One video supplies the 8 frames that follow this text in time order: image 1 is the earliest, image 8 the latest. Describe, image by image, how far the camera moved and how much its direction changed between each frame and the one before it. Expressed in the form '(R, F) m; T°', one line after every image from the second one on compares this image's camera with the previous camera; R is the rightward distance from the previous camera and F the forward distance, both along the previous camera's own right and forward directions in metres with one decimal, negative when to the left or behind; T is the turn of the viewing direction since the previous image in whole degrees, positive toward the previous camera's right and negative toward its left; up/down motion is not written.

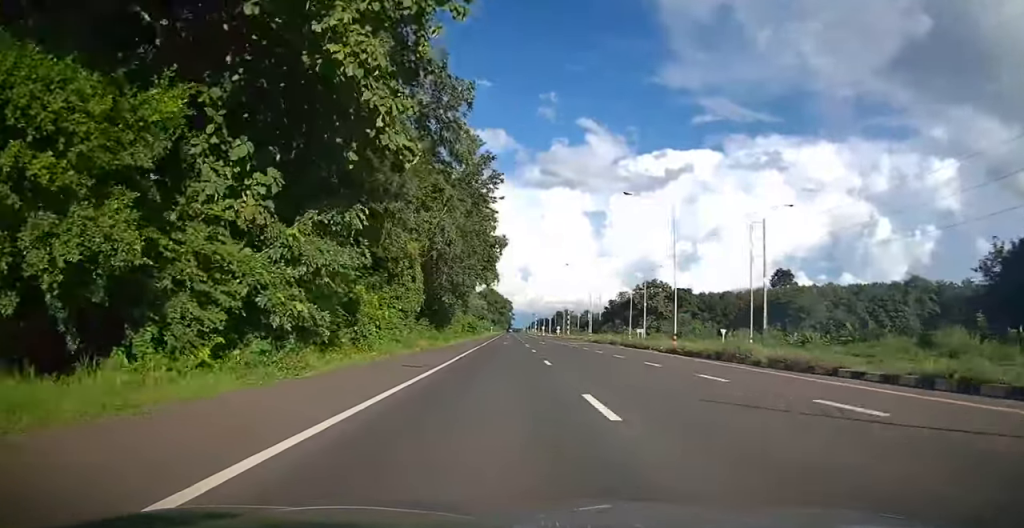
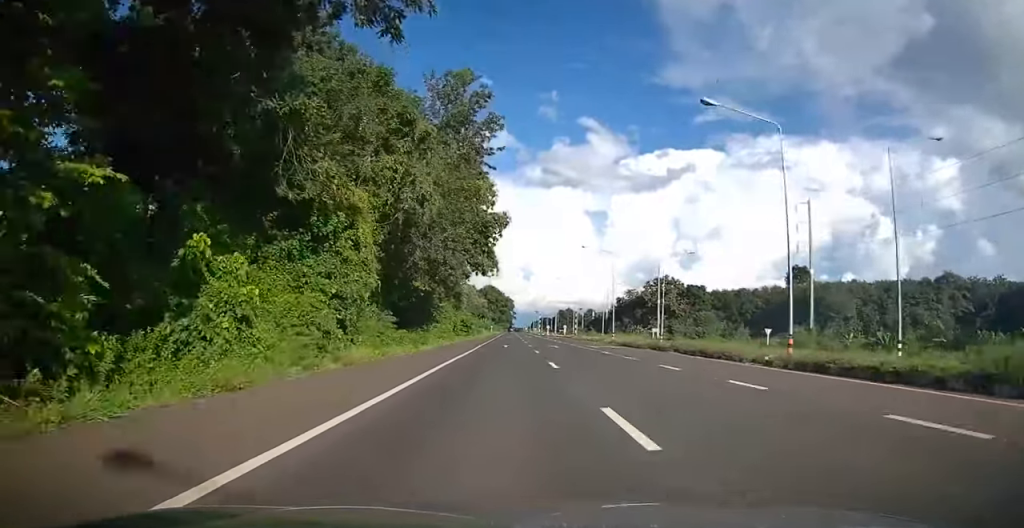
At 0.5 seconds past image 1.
(-0.1, +13.8) m; 0°
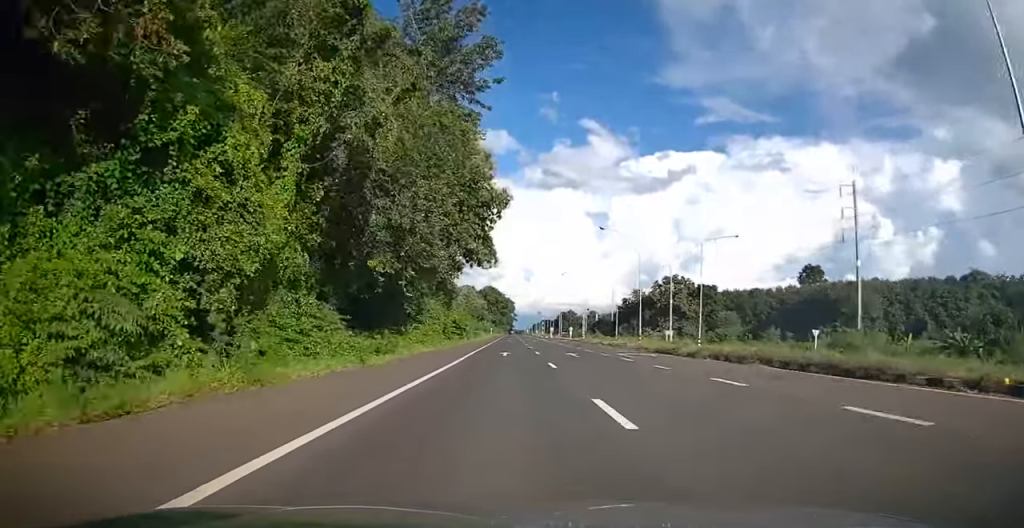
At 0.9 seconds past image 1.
(-0.1, +10.8) m; 0°
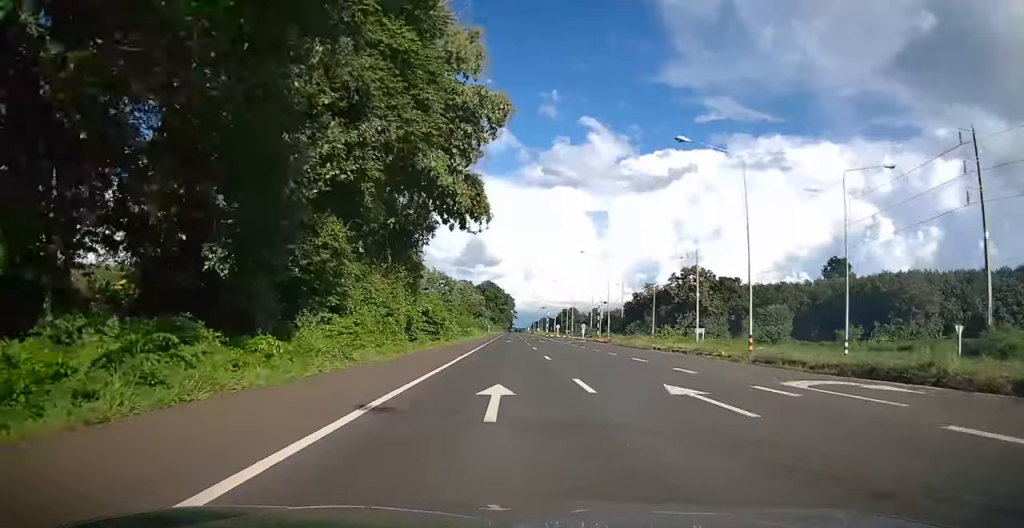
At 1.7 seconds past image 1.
(+0.1, +20.1) m; 0°
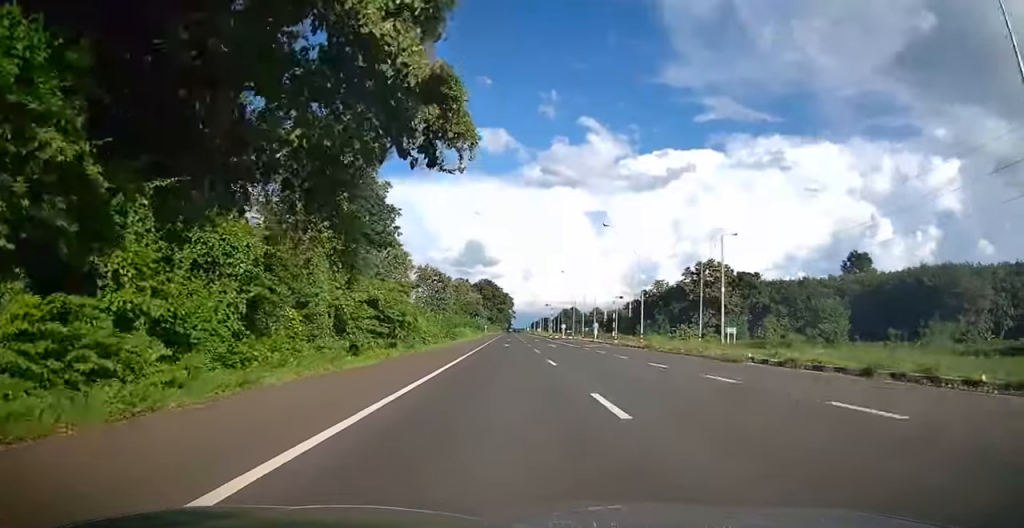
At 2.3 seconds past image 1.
(0.0, +14.9) m; 0°
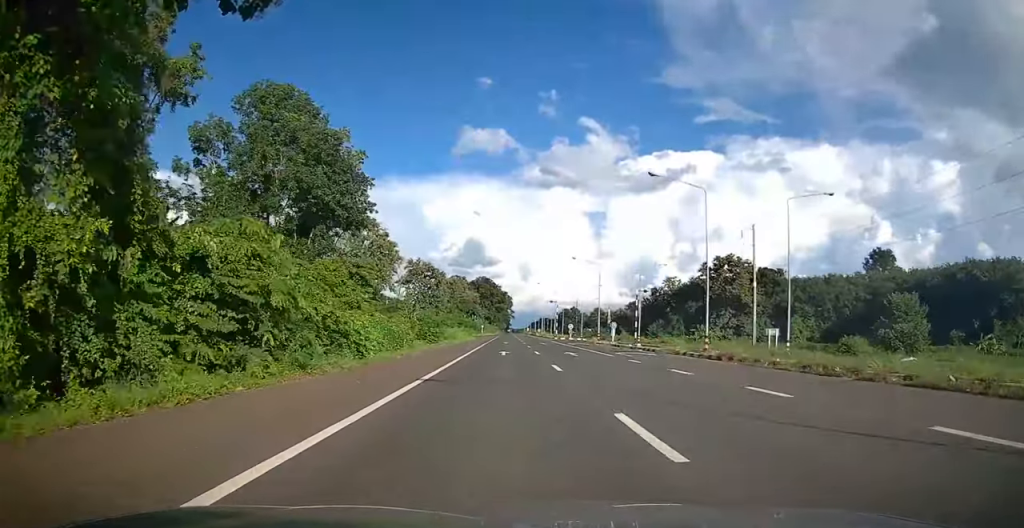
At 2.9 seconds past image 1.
(0.0, +14.5) m; 0°
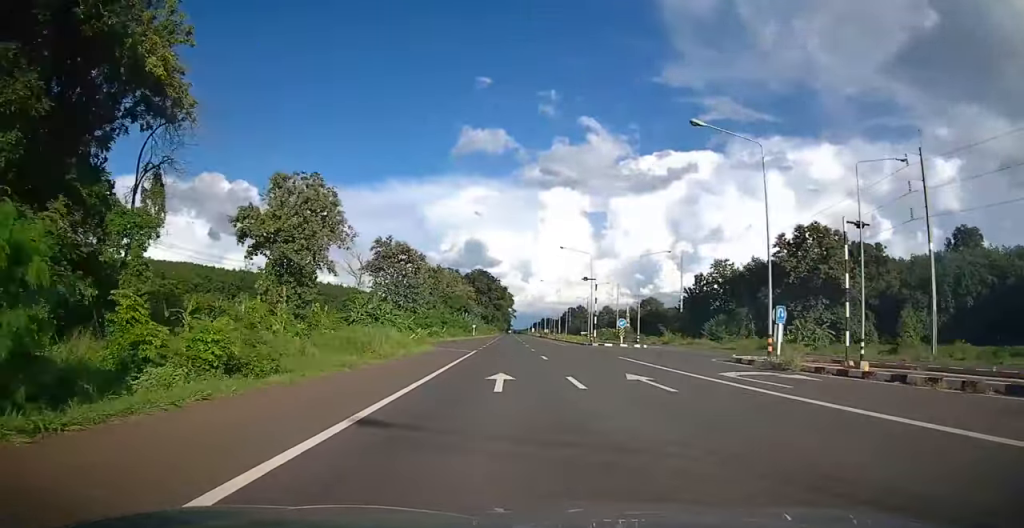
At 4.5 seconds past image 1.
(-0.3, +41.3) m; 0°
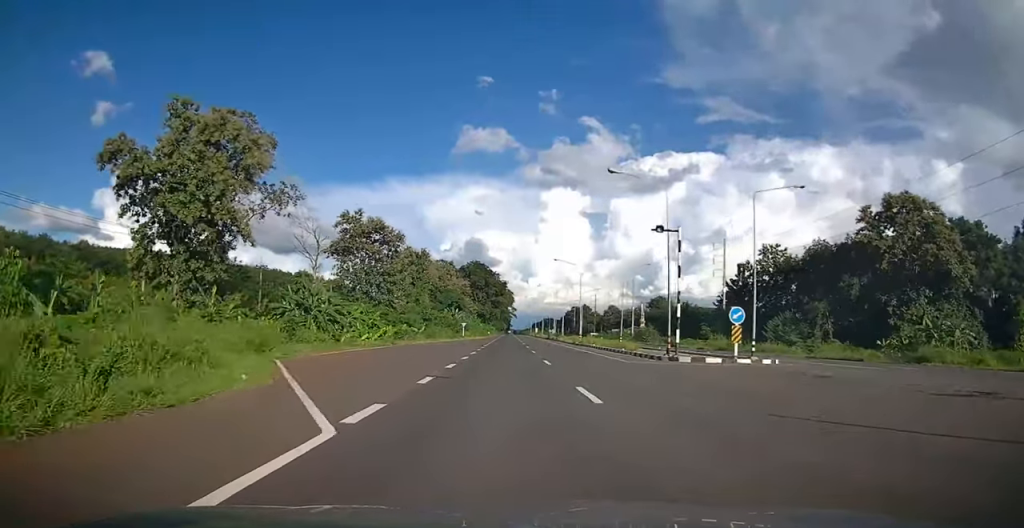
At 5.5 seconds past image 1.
(+0.1, +26.3) m; 0°
